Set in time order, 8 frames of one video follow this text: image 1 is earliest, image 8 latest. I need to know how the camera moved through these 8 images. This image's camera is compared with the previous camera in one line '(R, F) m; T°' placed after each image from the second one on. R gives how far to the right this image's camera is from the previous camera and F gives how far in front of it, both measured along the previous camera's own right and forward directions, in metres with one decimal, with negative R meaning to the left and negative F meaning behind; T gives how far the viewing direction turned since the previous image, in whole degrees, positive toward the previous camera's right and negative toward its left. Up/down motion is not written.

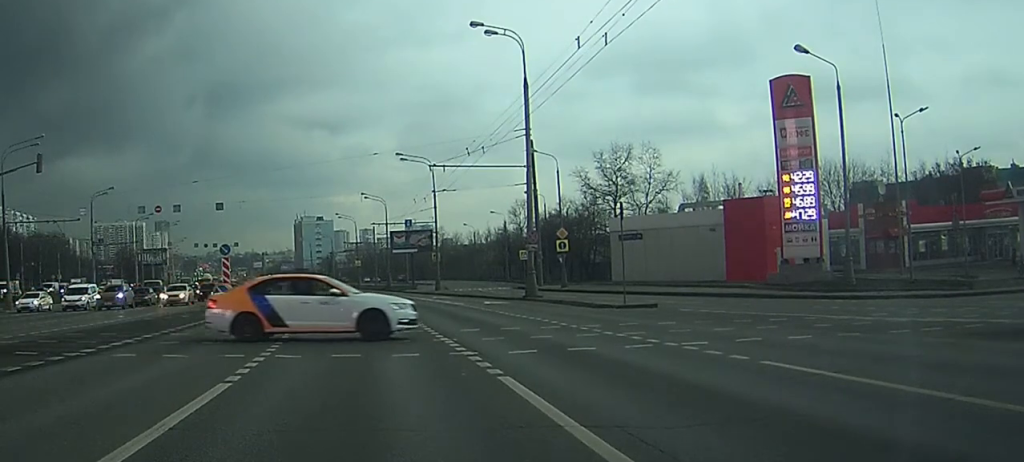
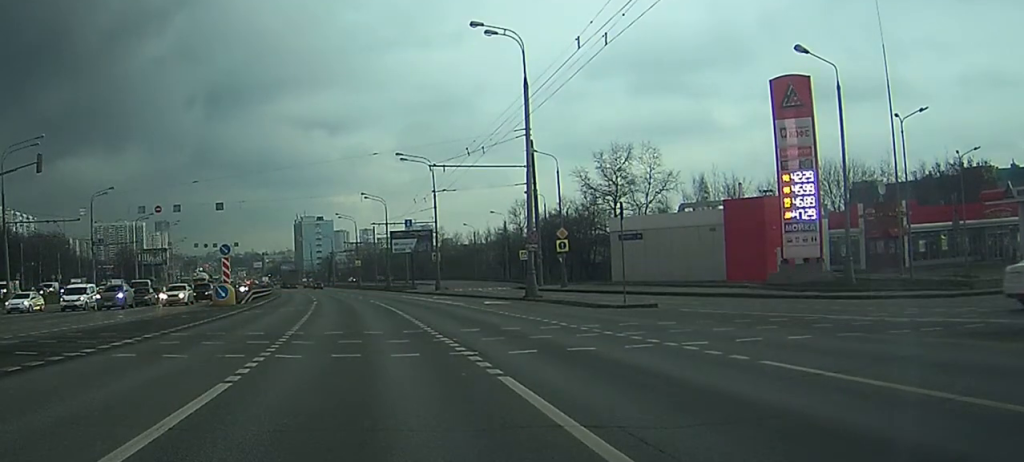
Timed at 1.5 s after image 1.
(0.0, 0.0) m; 0°
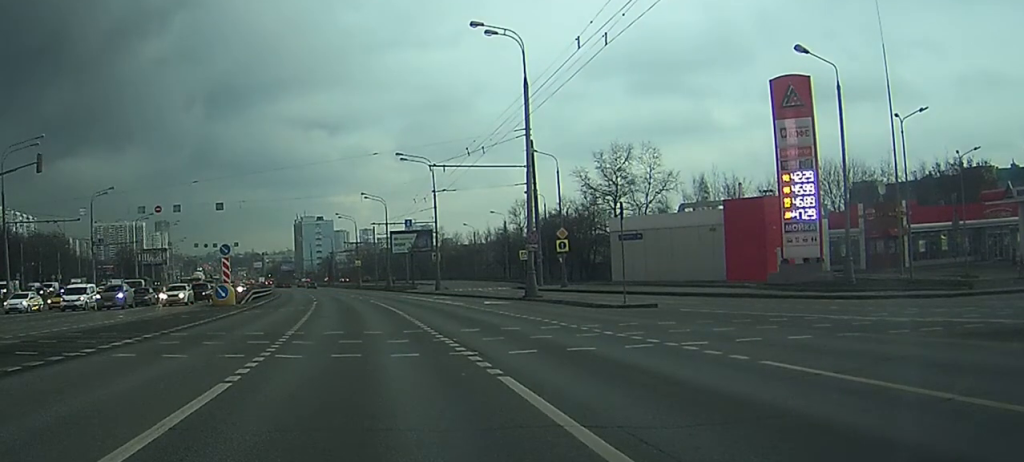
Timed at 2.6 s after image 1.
(0.0, 0.0) m; 0°
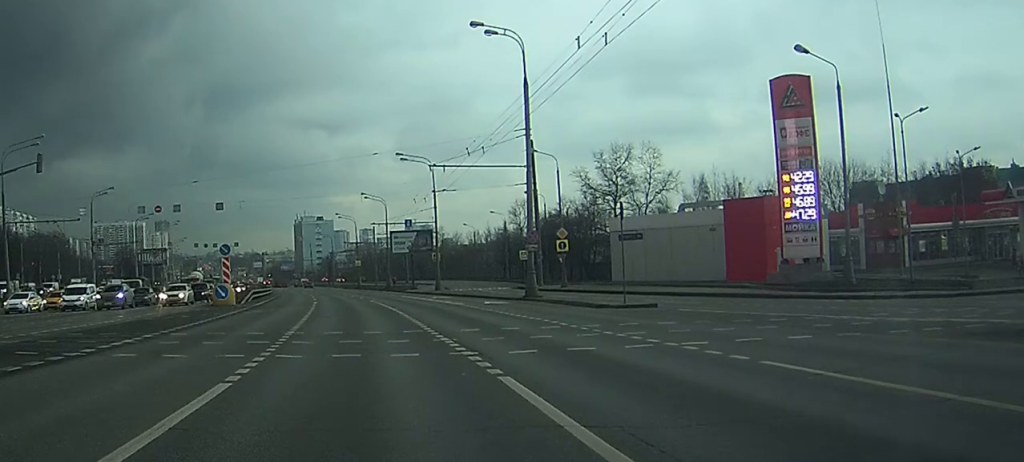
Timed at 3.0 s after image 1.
(0.0, 0.0) m; 0°
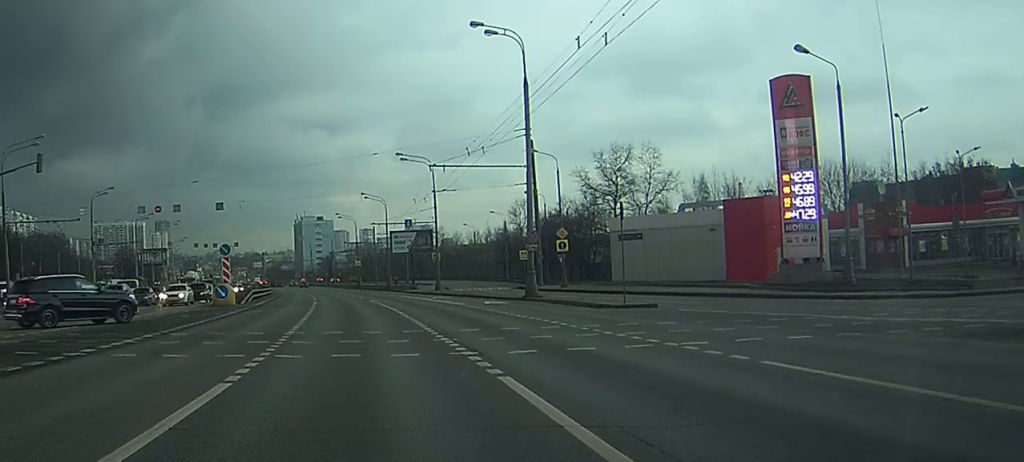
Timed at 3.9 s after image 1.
(0.0, 0.0) m; 0°
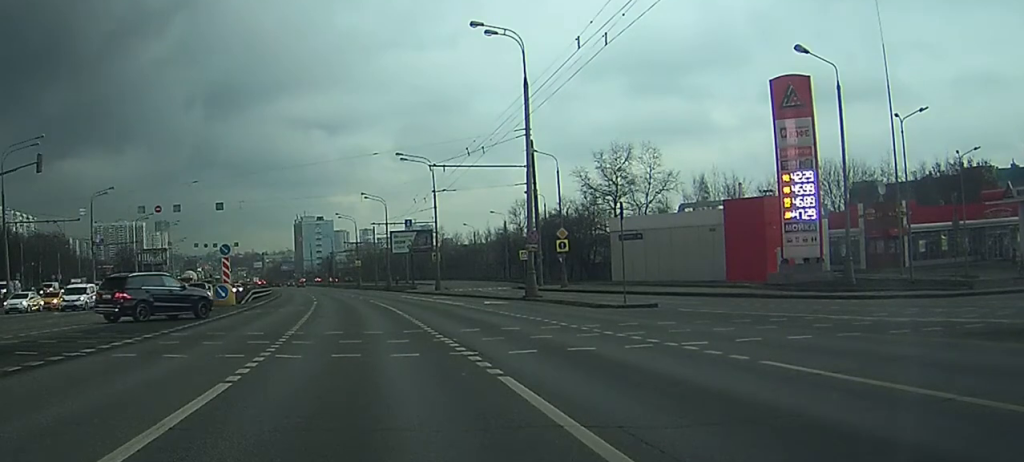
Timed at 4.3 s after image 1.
(0.0, 0.0) m; 0°
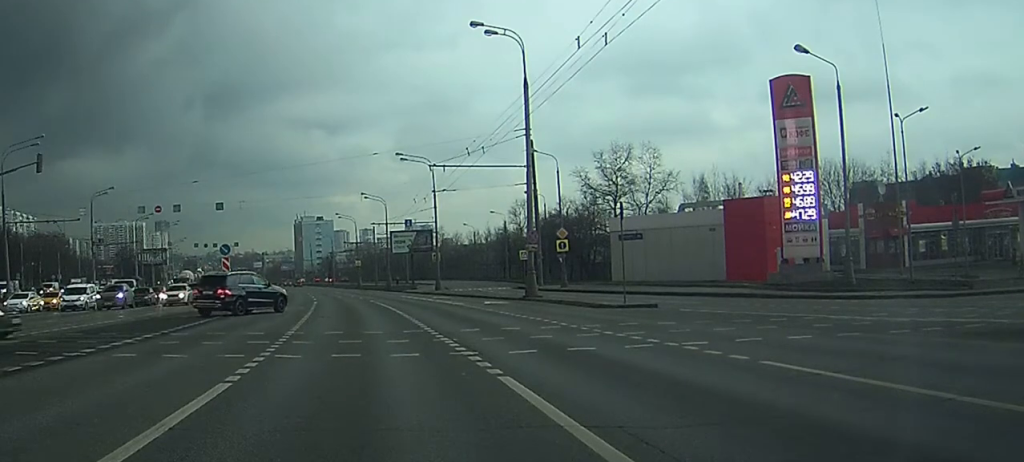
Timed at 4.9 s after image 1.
(0.0, 0.0) m; 0°
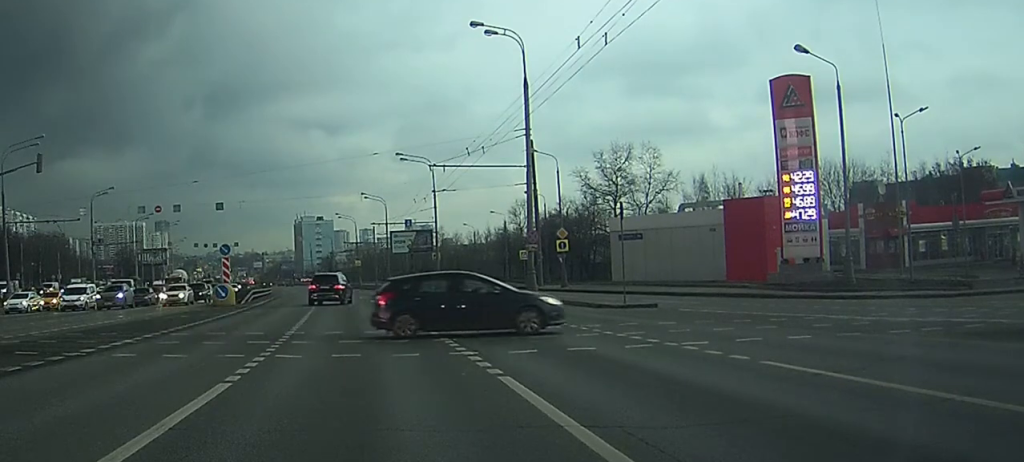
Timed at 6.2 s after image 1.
(0.0, 0.0) m; 0°
